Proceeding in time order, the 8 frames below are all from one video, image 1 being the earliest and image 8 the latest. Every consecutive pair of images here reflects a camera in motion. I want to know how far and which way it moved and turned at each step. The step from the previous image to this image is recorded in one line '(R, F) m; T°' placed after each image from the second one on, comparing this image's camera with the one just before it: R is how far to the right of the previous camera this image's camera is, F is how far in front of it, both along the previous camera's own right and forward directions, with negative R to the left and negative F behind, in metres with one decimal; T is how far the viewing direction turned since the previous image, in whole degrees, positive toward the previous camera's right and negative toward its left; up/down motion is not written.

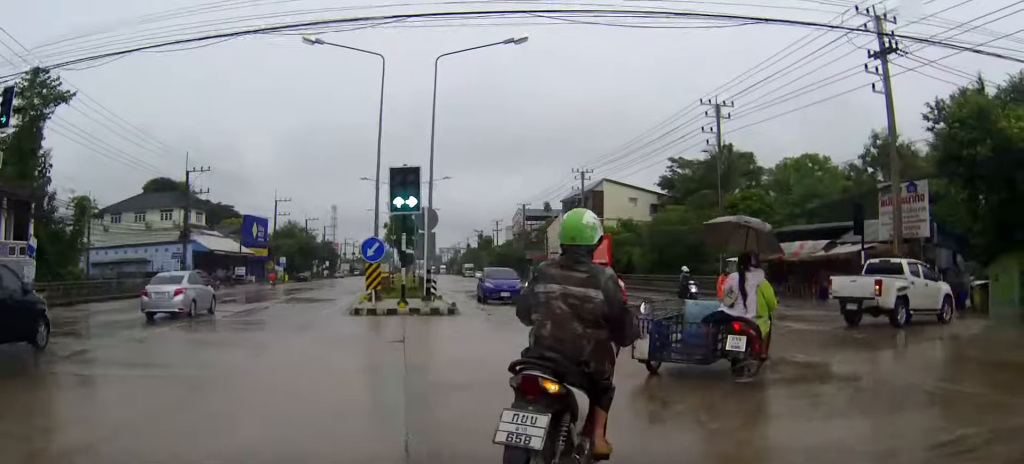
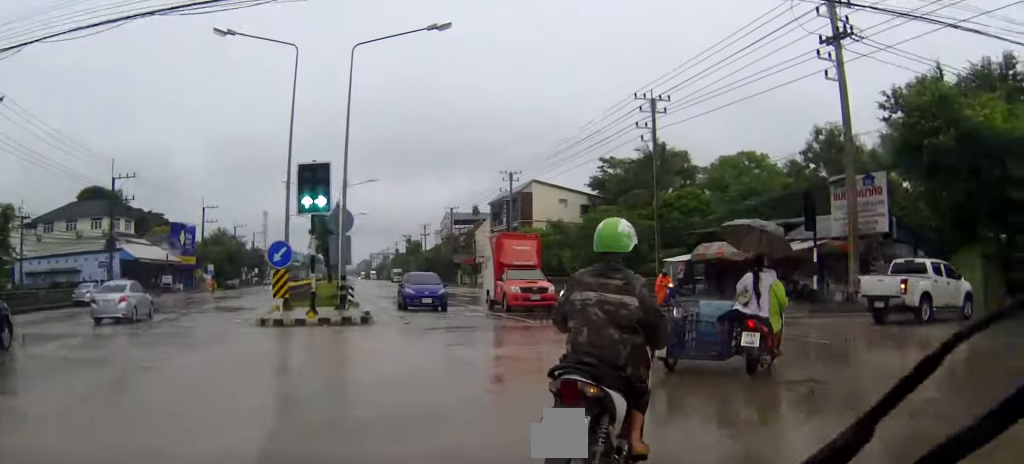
(+0.1, +2.2) m; +6°
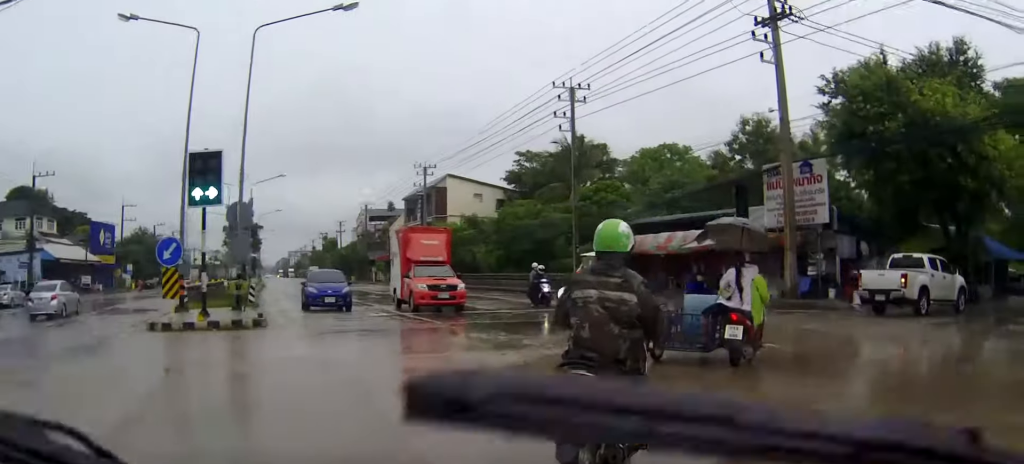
(0.0, +2.0) m; +6°
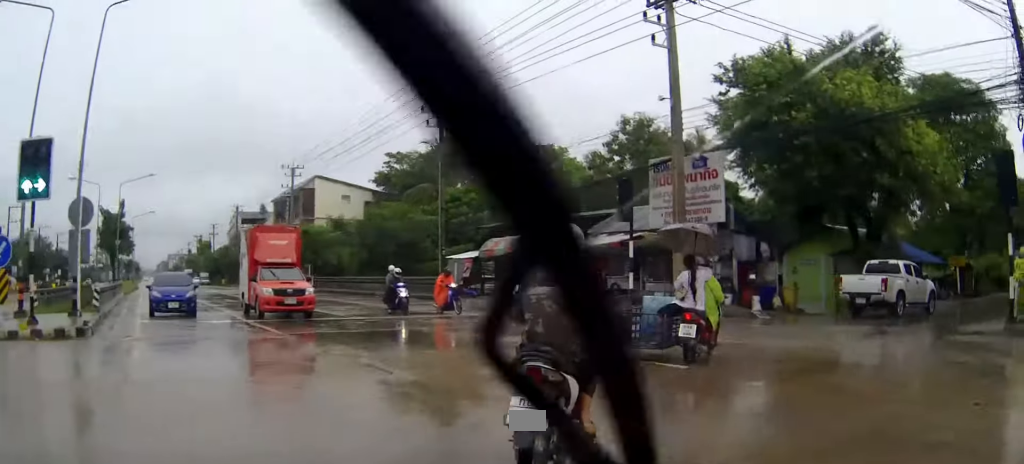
(+0.3, +2.7) m; +10°
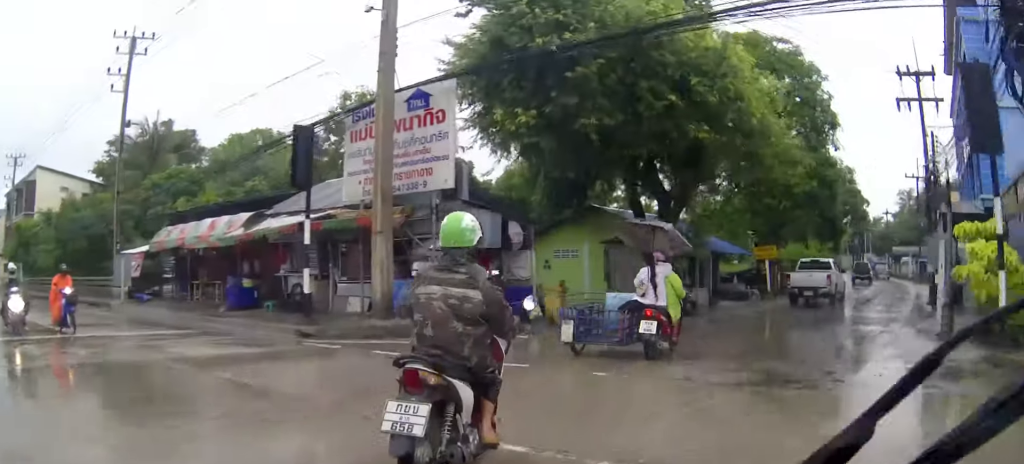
(+1.6, +7.7) m; +21°
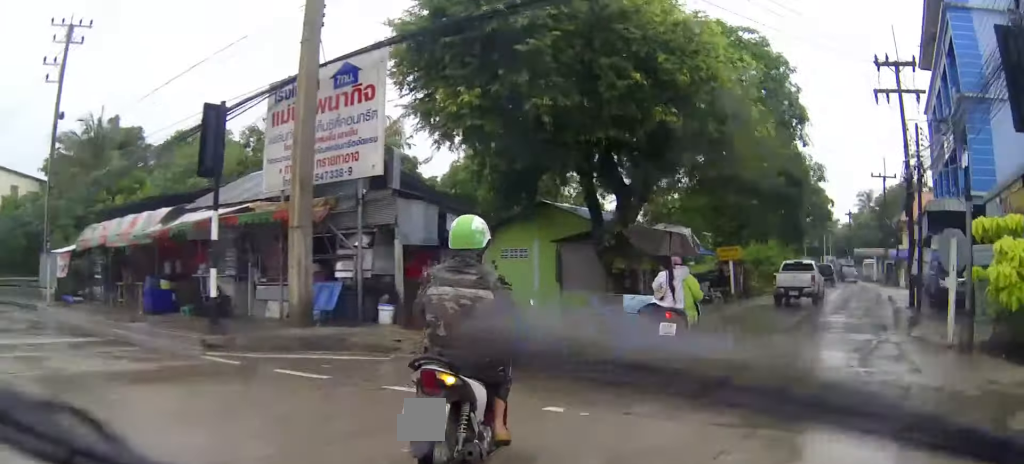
(+0.1, +2.5) m; +4°
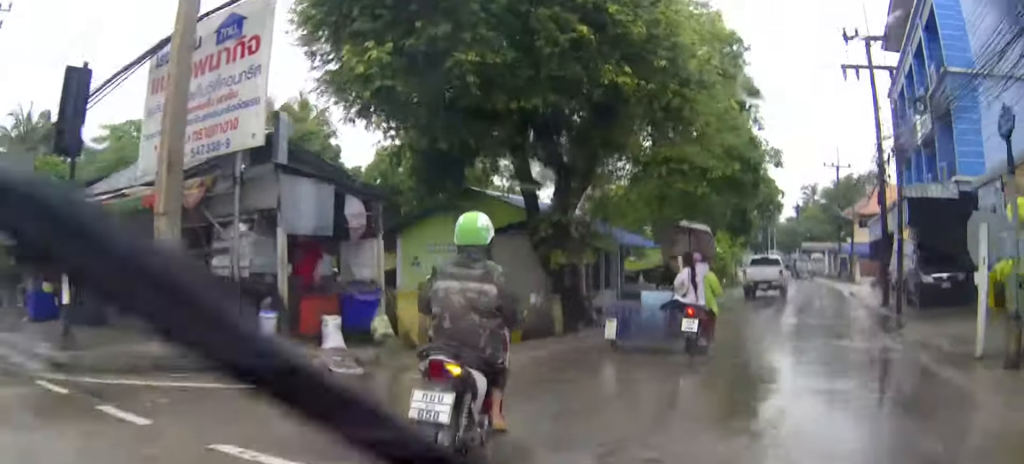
(+0.1, +3.2) m; +5°
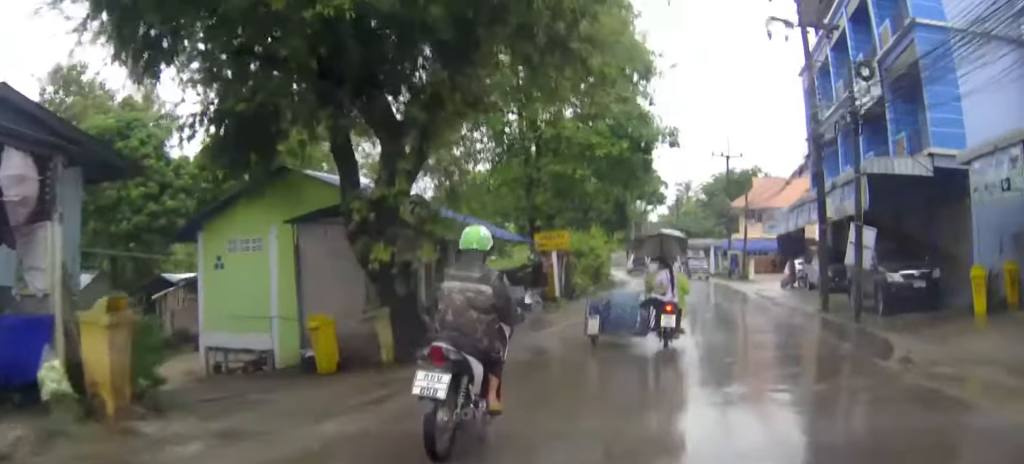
(+0.6, +6.4) m; +10°
